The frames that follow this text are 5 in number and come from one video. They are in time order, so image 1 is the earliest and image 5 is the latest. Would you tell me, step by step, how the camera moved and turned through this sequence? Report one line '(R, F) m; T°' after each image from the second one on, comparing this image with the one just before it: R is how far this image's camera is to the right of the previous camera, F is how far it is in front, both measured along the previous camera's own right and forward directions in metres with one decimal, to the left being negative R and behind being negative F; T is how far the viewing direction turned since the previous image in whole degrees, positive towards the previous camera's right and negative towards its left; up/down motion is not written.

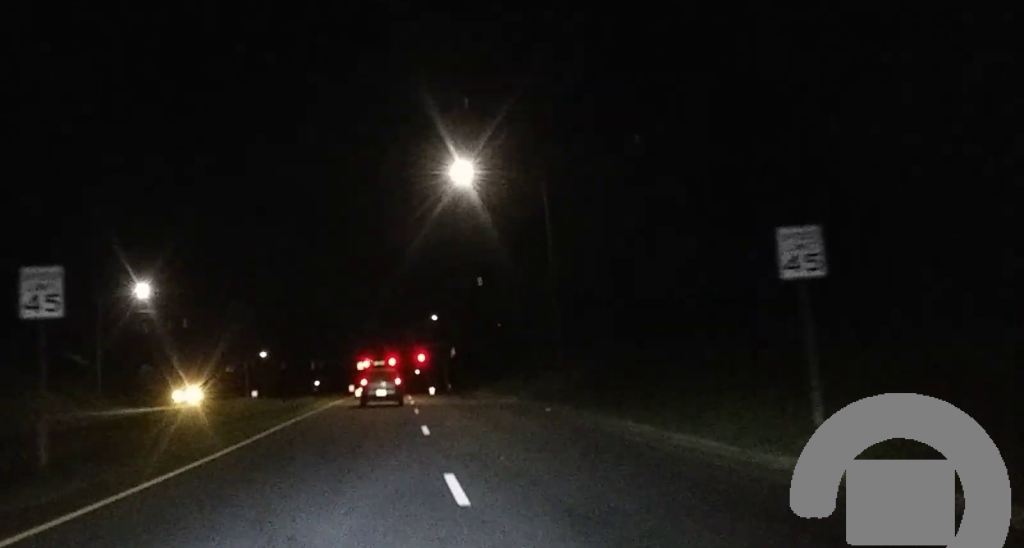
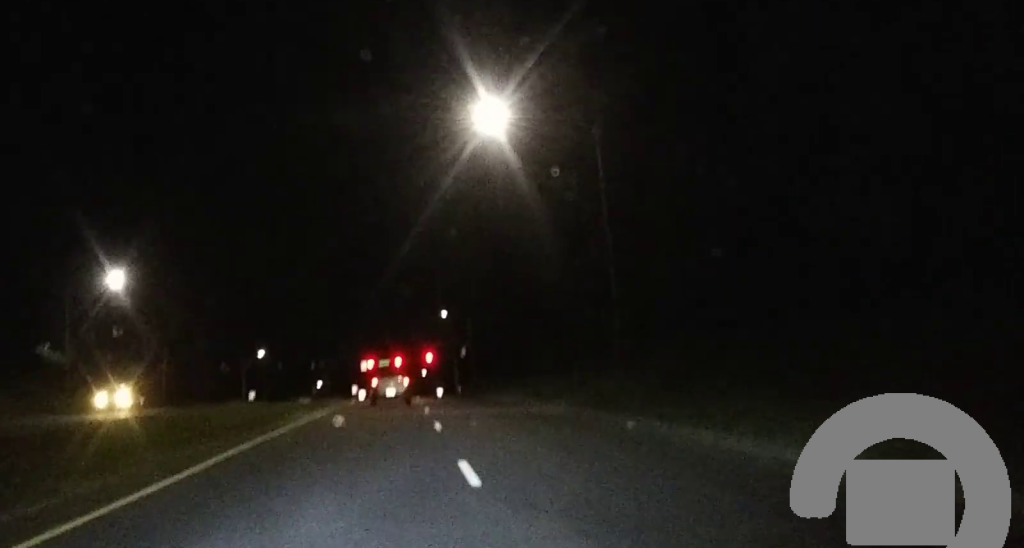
(-0.5, +10.9) m; -3°
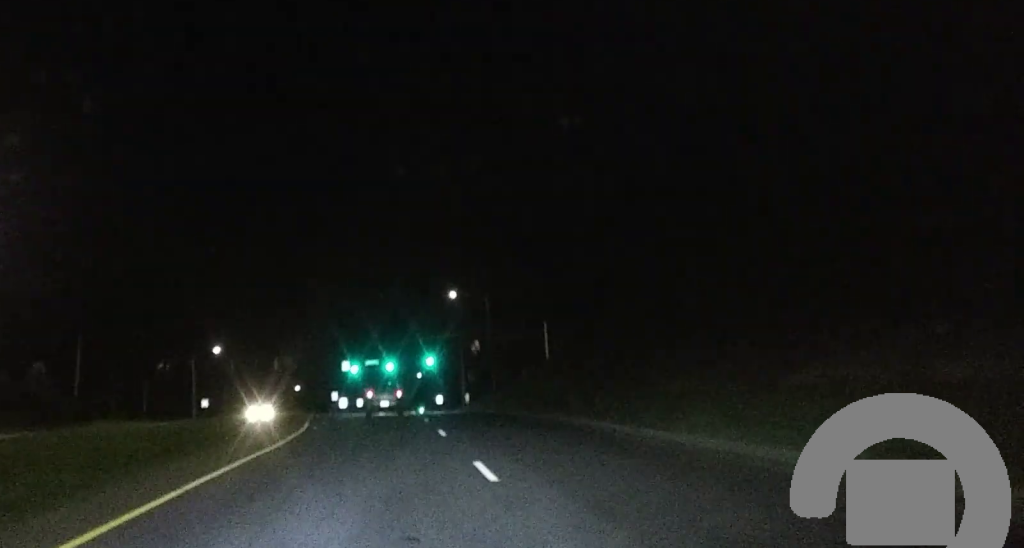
(+0.3, +35.3) m; 0°
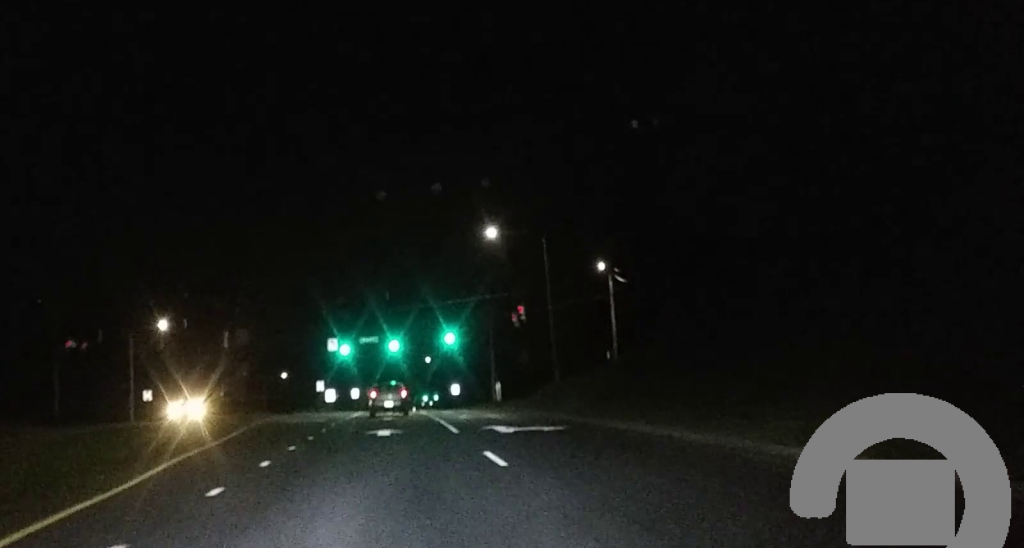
(+0.8, +34.3) m; +2°
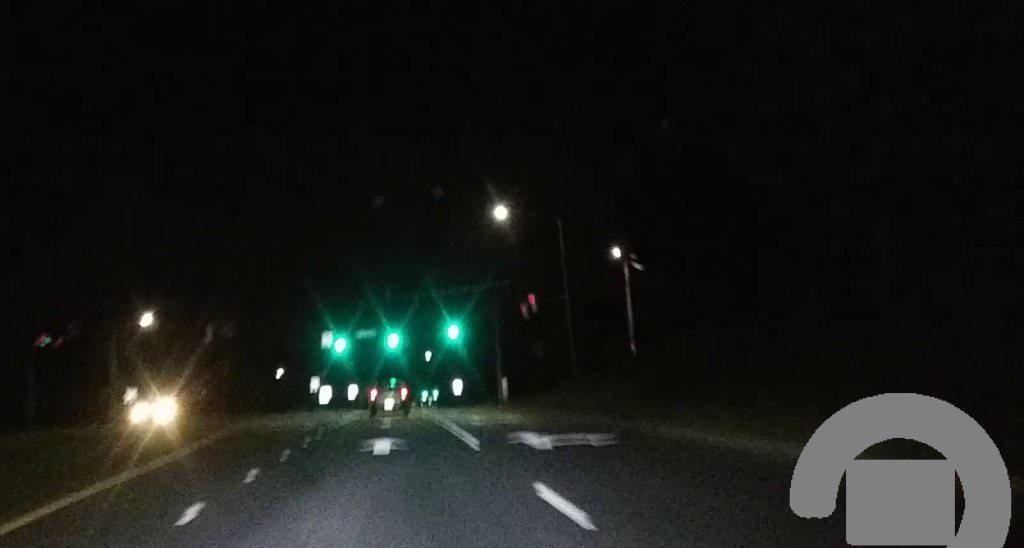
(0.0, +6.9) m; 0°
